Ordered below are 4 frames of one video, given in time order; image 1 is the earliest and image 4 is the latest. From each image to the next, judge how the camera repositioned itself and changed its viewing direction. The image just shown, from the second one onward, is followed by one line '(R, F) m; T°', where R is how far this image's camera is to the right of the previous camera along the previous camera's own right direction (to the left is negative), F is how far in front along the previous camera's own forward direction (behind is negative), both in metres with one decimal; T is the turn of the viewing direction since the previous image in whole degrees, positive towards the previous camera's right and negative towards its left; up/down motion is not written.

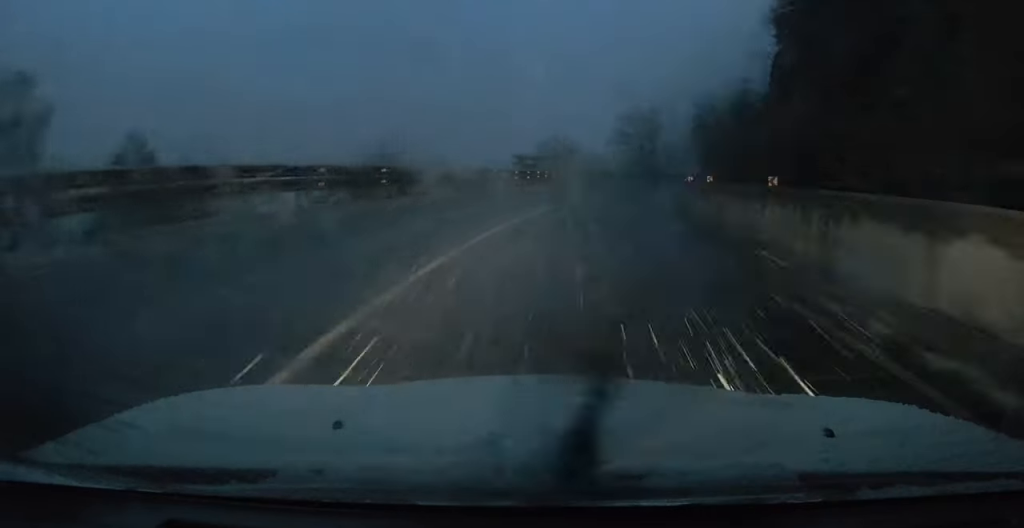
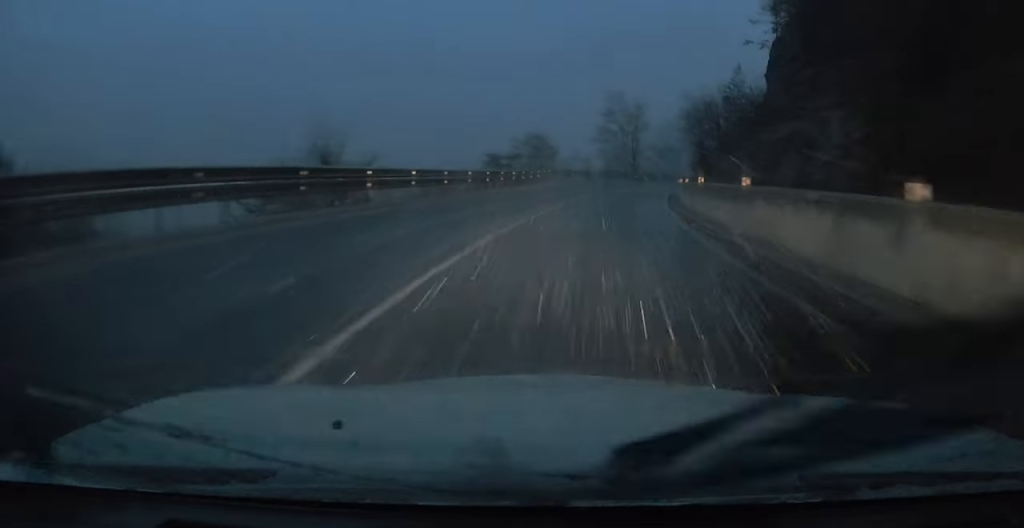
(-0.1, +5.5) m; +2°
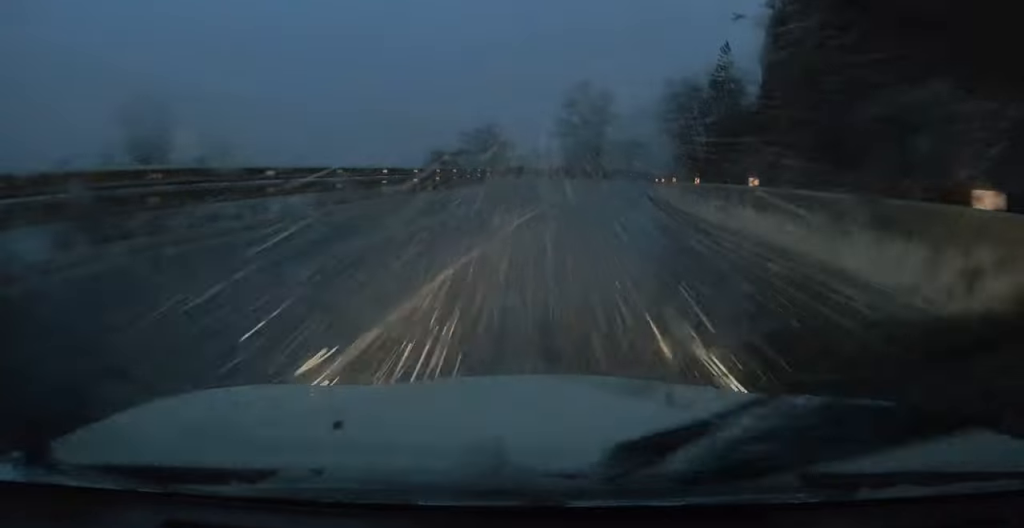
(+0.6, +9.6) m; +5°
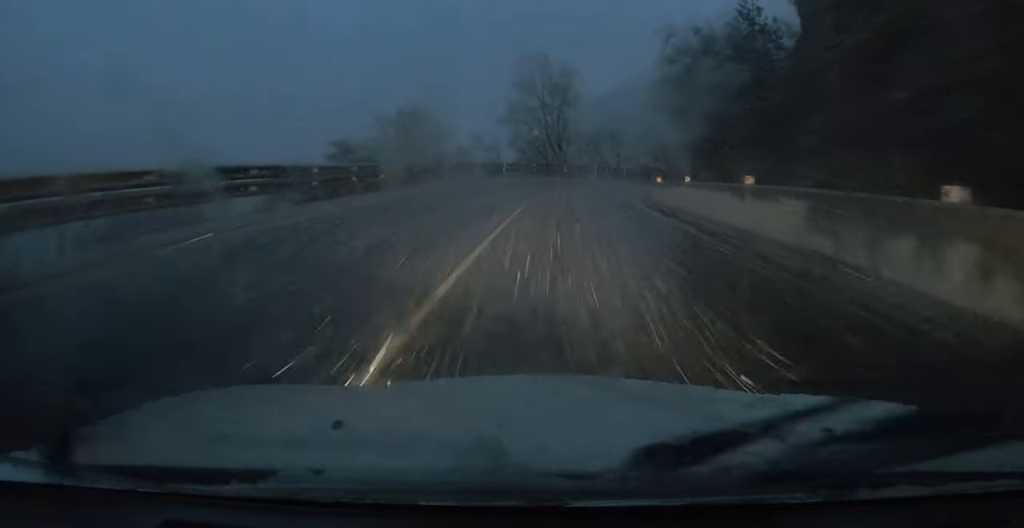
(+0.9, +16.0) m; +5°
